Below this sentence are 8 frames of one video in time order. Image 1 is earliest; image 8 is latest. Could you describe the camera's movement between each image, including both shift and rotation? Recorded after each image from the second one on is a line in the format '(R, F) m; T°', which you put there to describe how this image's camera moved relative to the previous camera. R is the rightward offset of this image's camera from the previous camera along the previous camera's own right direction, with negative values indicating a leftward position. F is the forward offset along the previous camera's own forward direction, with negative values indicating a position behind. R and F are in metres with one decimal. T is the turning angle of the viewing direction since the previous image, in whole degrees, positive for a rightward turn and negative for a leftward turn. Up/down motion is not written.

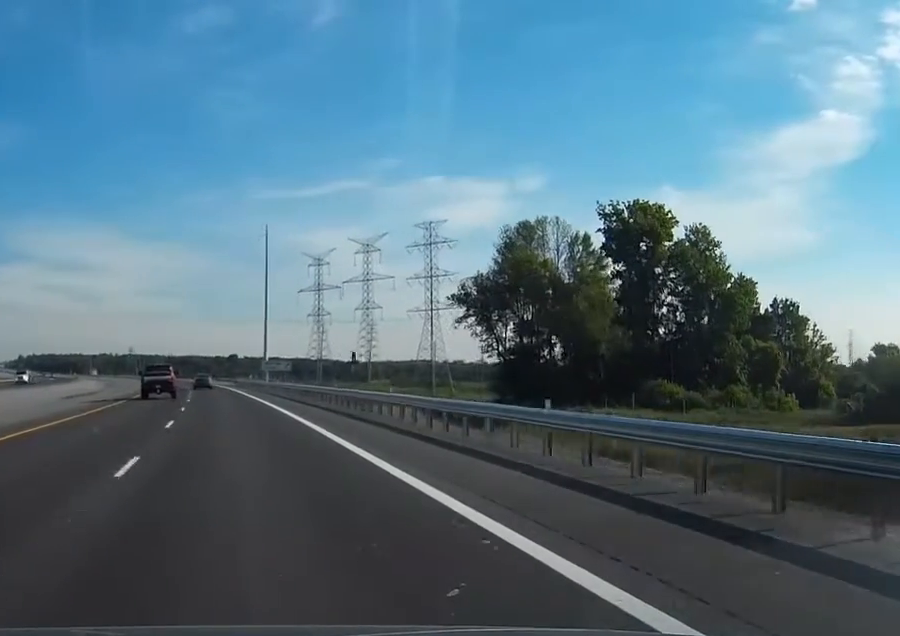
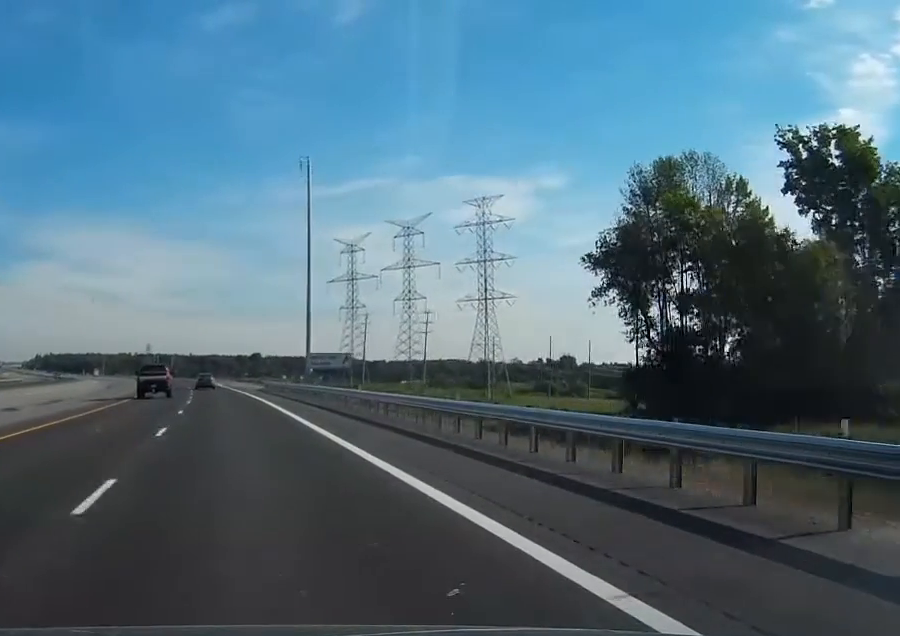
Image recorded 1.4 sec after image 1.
(-0.4, +39.5) m; -1°
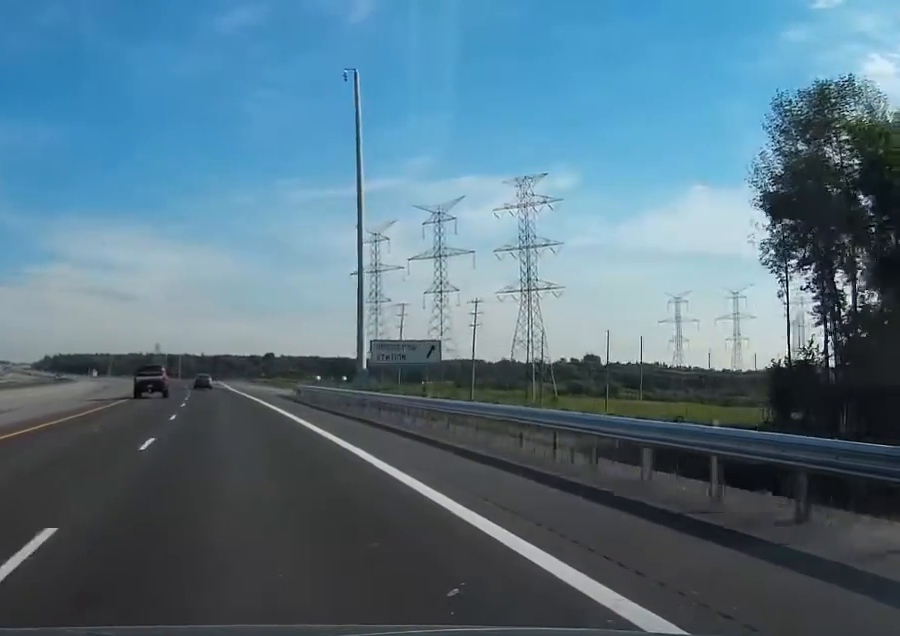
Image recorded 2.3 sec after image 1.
(-0.2, +28.1) m; -1°
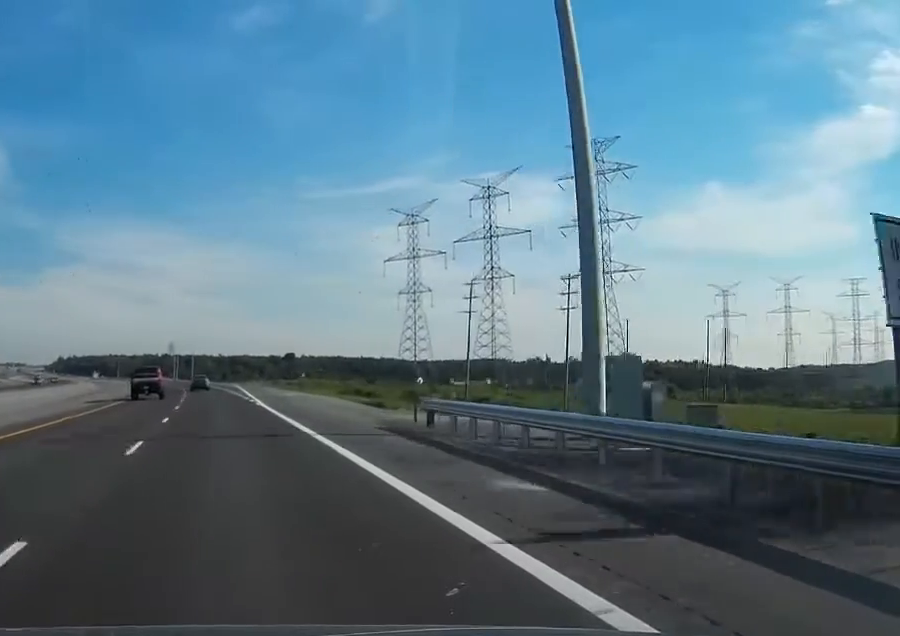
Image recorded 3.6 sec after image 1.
(-0.5, +36.9) m; -1°
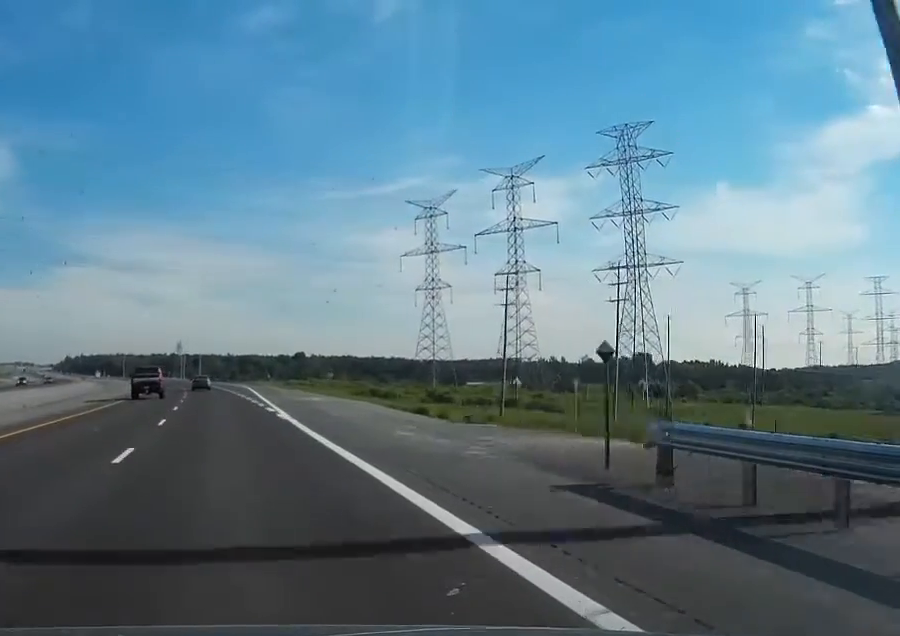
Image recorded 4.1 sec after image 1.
(0.0, +13.6) m; -1°
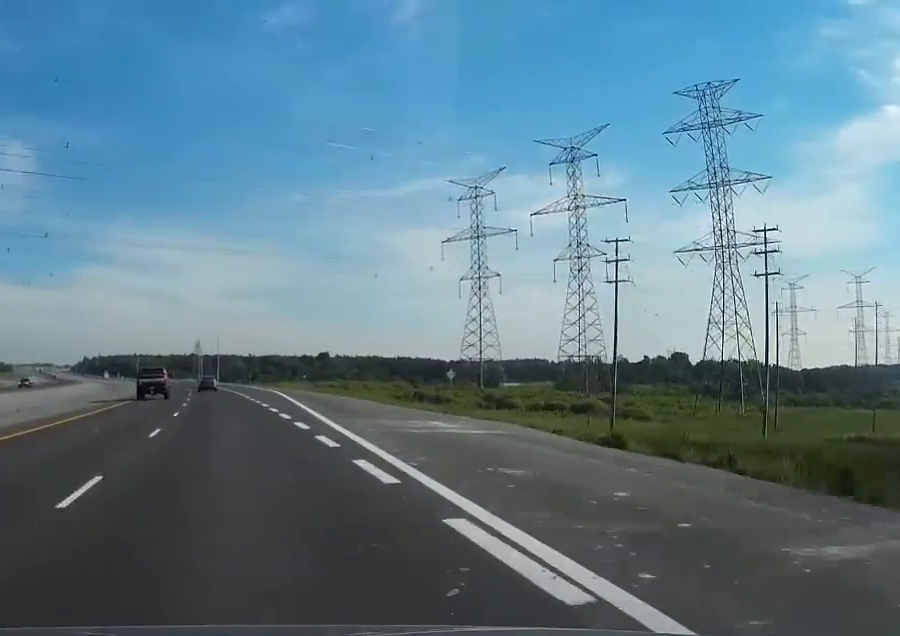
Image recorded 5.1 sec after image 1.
(-0.3, +29.2) m; -1°
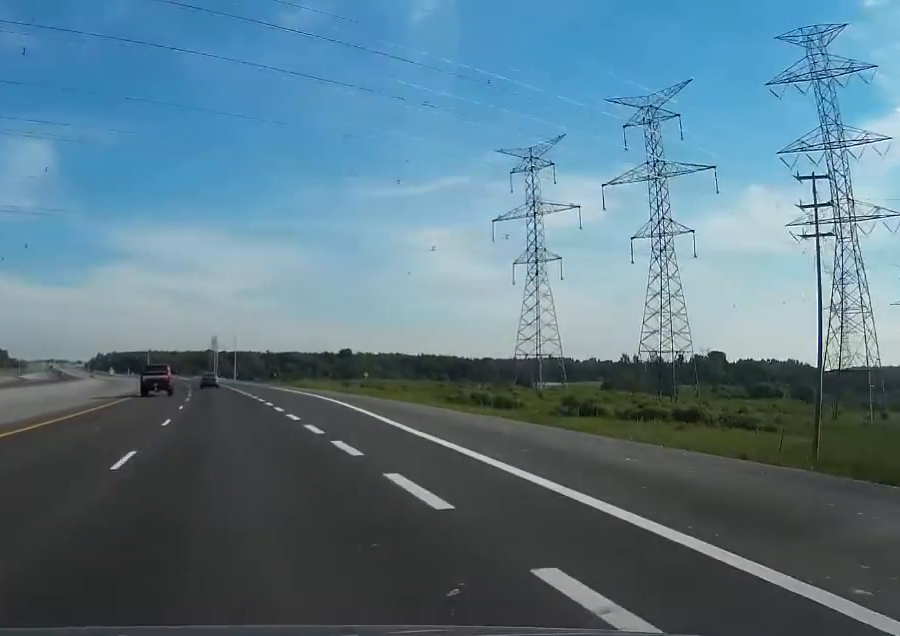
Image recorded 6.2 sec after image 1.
(-0.2, +32.2) m; -1°
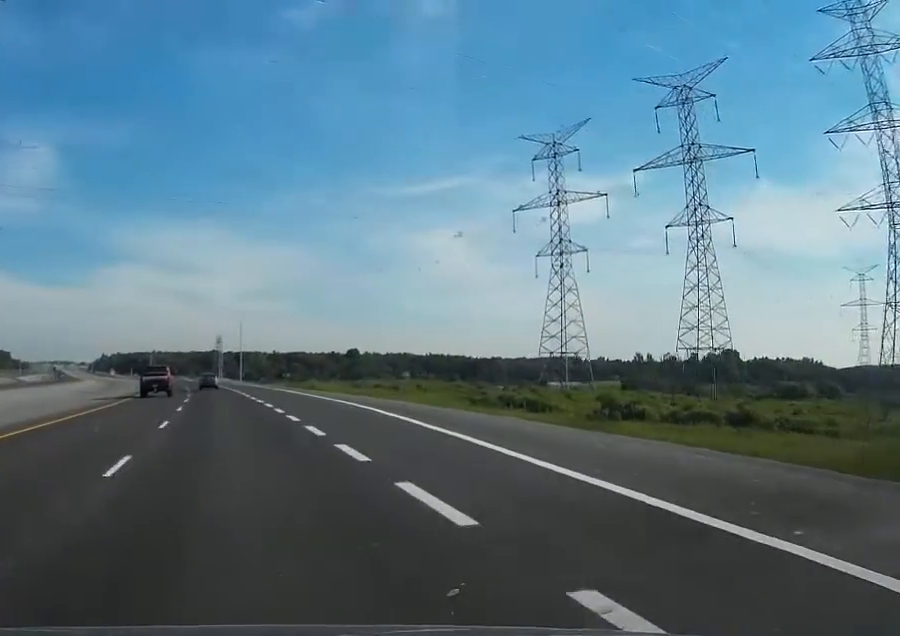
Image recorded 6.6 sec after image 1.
(-0.1, +12.6) m; 0°
